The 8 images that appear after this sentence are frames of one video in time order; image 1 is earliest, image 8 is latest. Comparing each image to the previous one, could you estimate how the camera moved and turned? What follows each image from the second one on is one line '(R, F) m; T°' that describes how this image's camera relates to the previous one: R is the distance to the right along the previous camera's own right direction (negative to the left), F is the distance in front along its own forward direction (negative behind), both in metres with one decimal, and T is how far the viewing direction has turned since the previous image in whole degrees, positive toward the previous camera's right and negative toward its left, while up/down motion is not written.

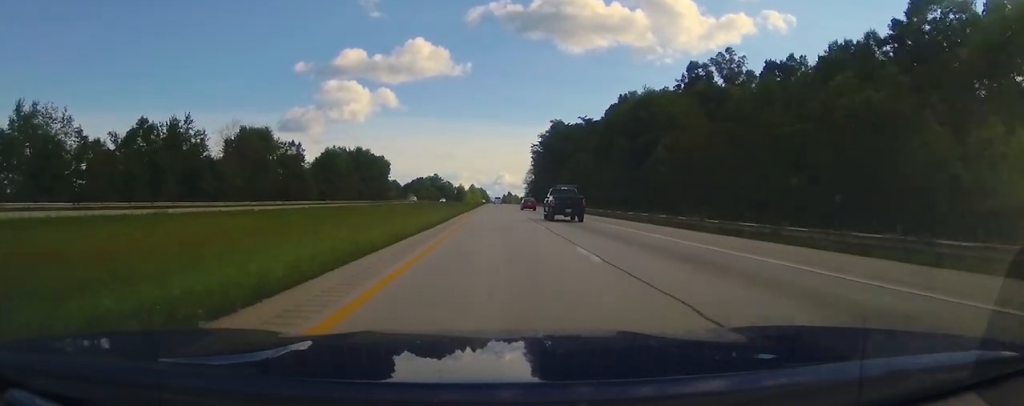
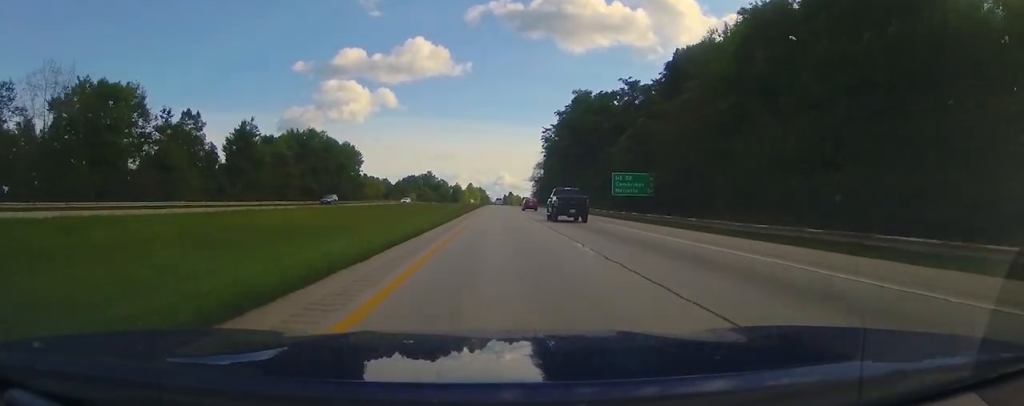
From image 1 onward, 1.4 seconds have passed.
(0.0, +46.9) m; 0°
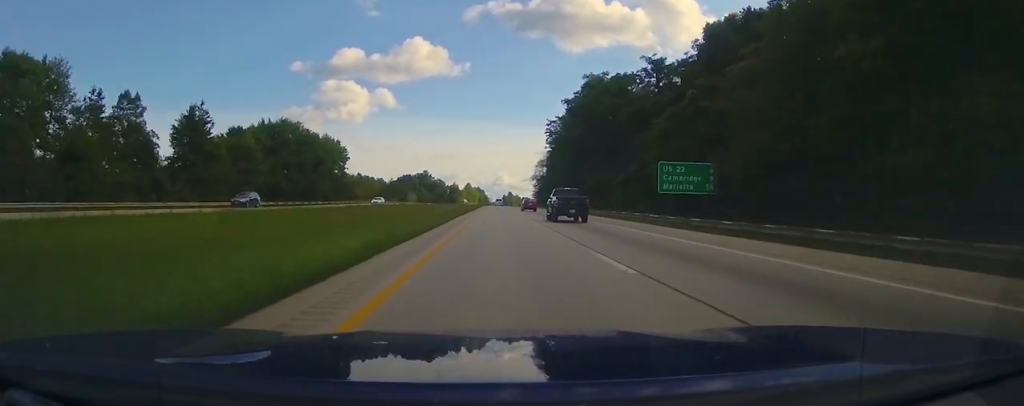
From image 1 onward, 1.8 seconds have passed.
(-0.1, +16.0) m; 0°
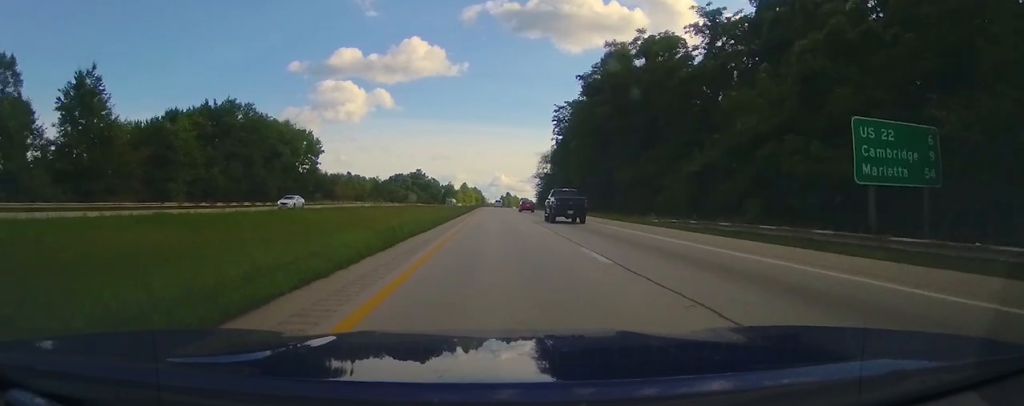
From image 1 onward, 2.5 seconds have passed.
(+0.1, +22.9) m; +1°
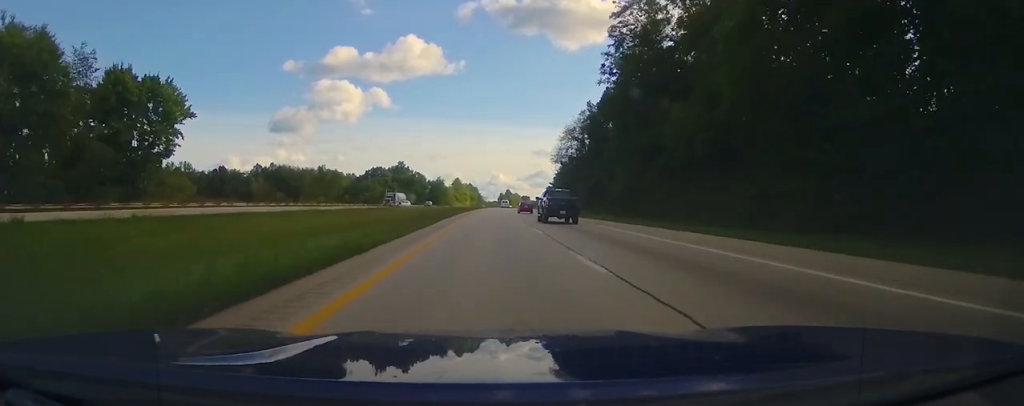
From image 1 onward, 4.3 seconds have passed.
(+1.0, +63.3) m; +1°
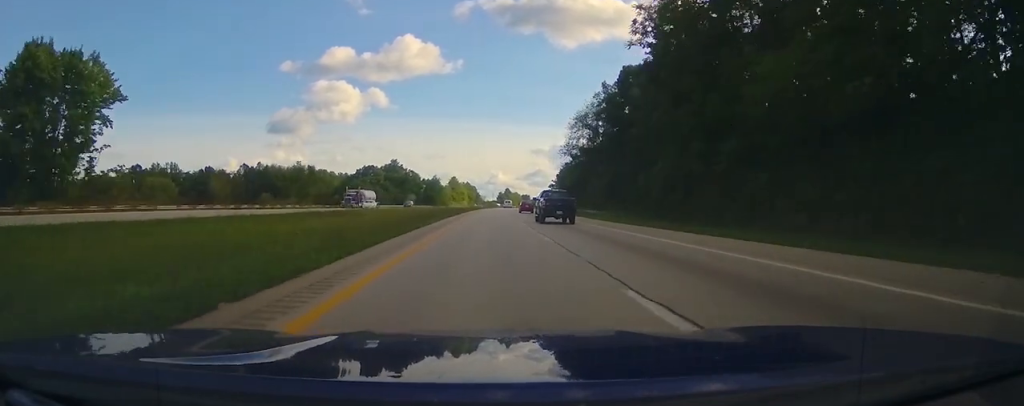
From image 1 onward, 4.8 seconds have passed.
(0.0, +17.3) m; 0°
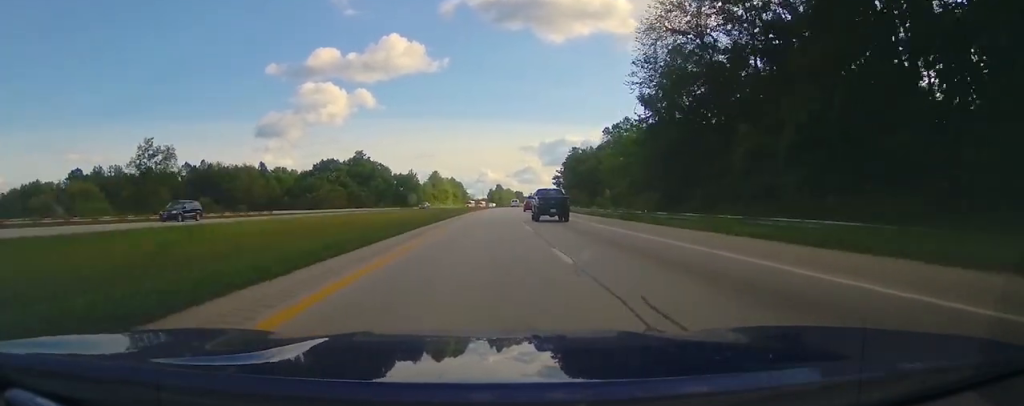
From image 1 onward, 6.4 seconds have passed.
(-0.4, +55.1) m; 0°
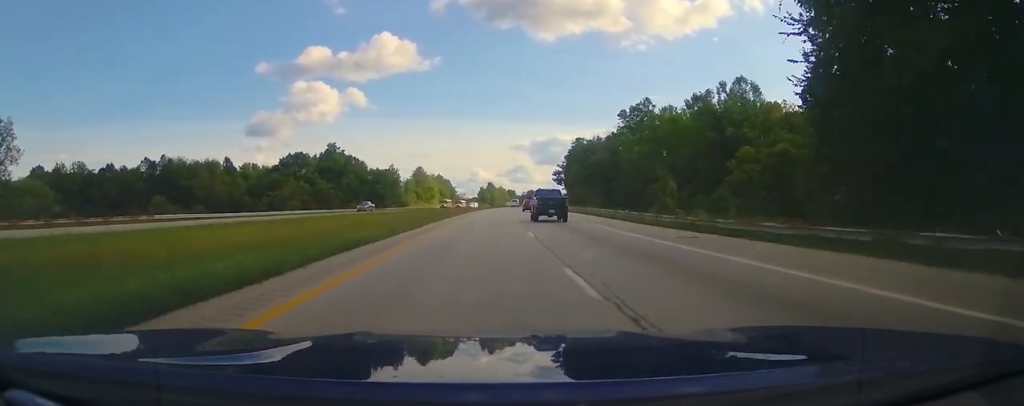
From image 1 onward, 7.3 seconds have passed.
(+0.1, +28.7) m; +1°
